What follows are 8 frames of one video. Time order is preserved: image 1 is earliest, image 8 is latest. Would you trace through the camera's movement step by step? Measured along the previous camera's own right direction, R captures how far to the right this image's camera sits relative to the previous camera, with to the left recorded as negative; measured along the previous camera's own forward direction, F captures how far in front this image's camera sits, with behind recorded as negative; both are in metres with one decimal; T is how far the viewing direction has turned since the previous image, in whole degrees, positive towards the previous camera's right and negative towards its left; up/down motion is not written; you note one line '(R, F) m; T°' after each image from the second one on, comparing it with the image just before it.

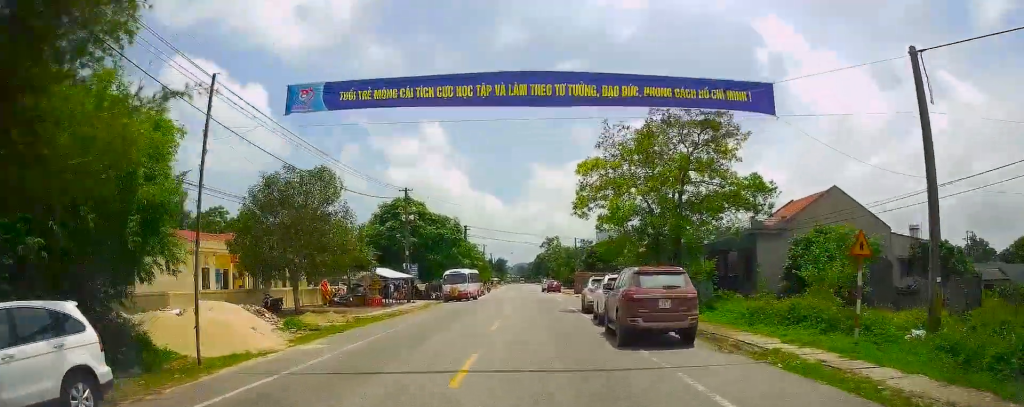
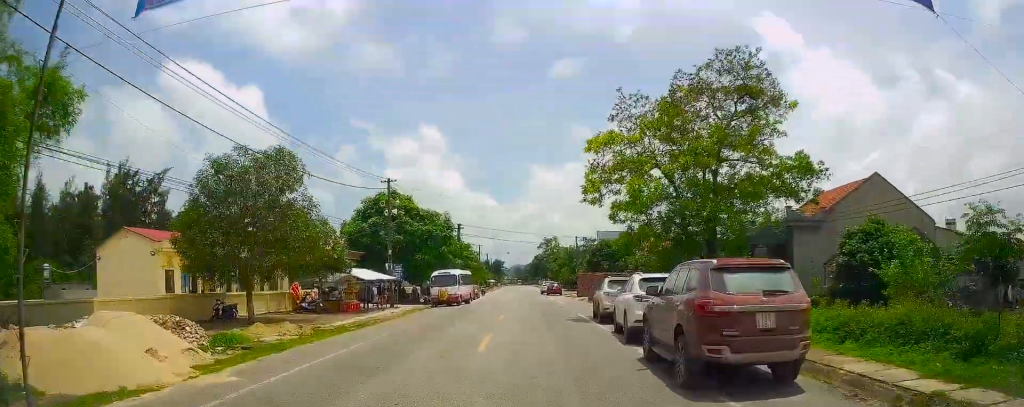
(-0.1, +5.9) m; -1°
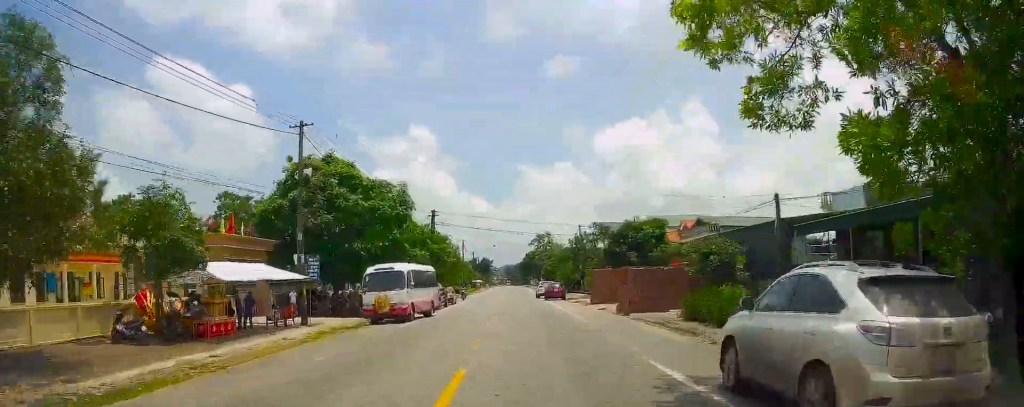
(-0.5, +17.3) m; -1°
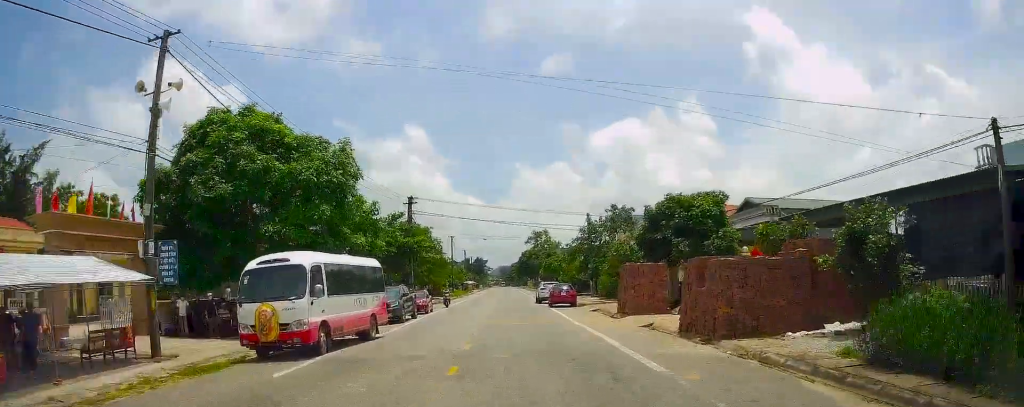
(+0.3, +12.3) m; 0°
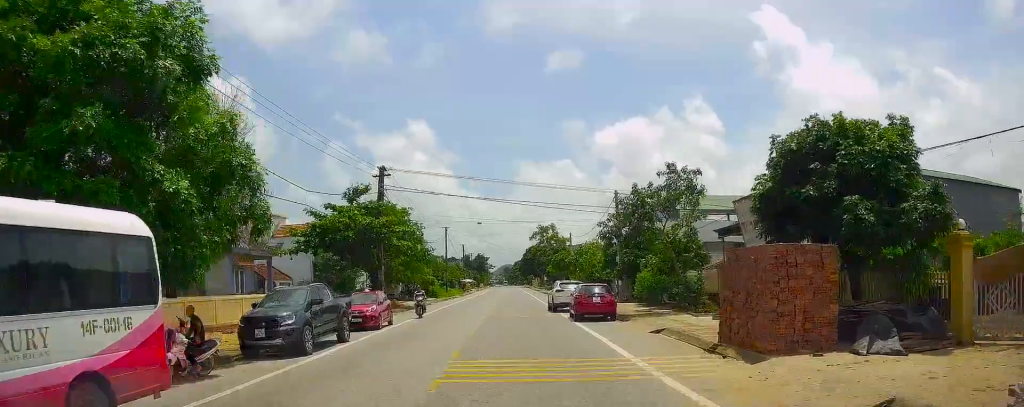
(-0.3, +13.9) m; +1°
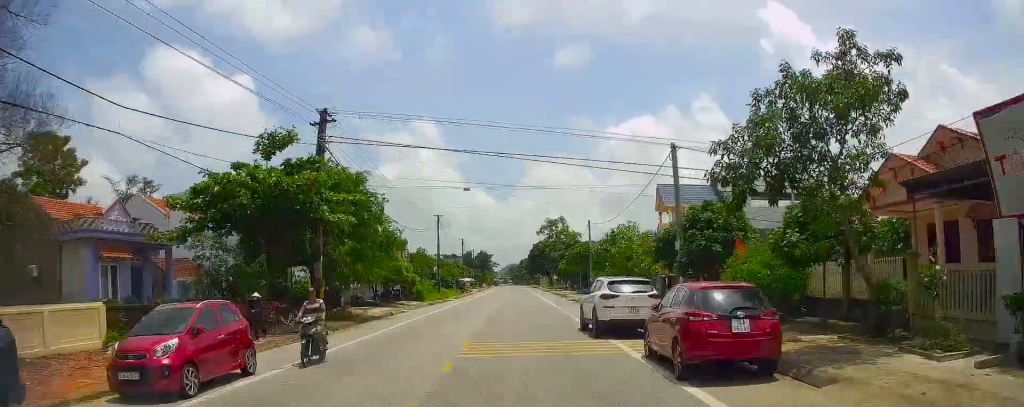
(+0.6, +14.6) m; 0°
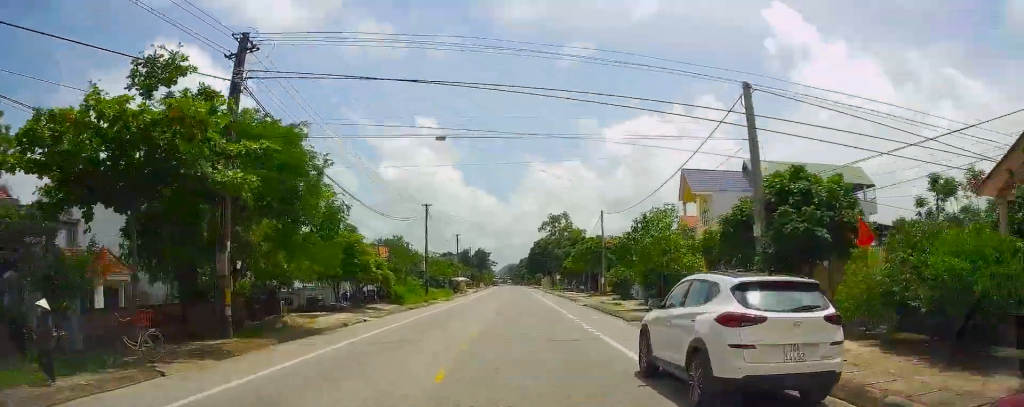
(-0.4, +9.4) m; -1°
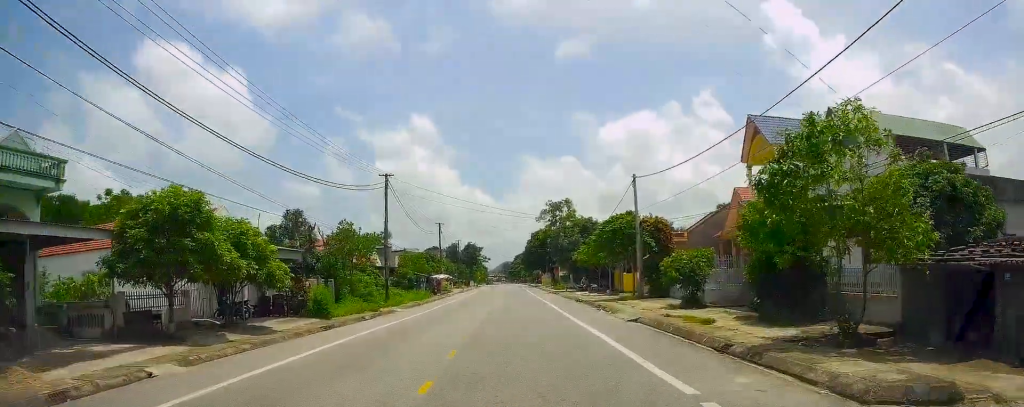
(+0.1, +17.1) m; +2°
